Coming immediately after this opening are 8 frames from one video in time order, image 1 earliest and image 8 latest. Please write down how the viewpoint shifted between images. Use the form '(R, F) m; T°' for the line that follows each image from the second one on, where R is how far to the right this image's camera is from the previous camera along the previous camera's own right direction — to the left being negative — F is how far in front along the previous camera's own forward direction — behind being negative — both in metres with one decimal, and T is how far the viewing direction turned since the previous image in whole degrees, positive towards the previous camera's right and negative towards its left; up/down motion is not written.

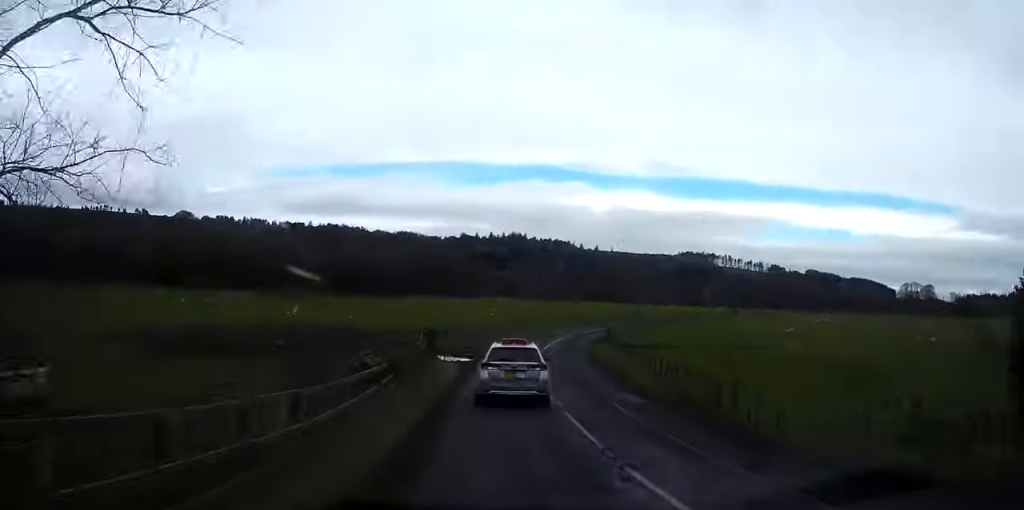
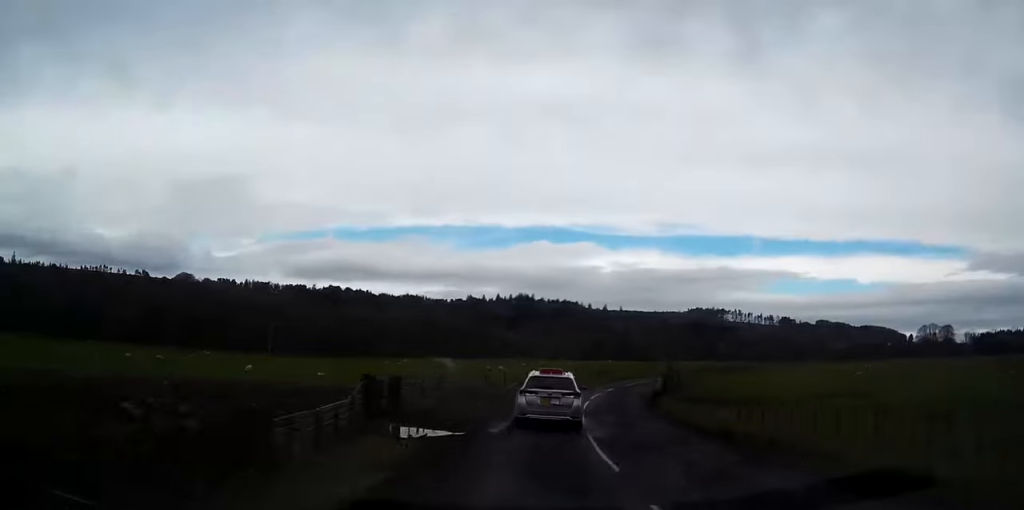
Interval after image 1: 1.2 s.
(-0.4, +17.7) m; 0°
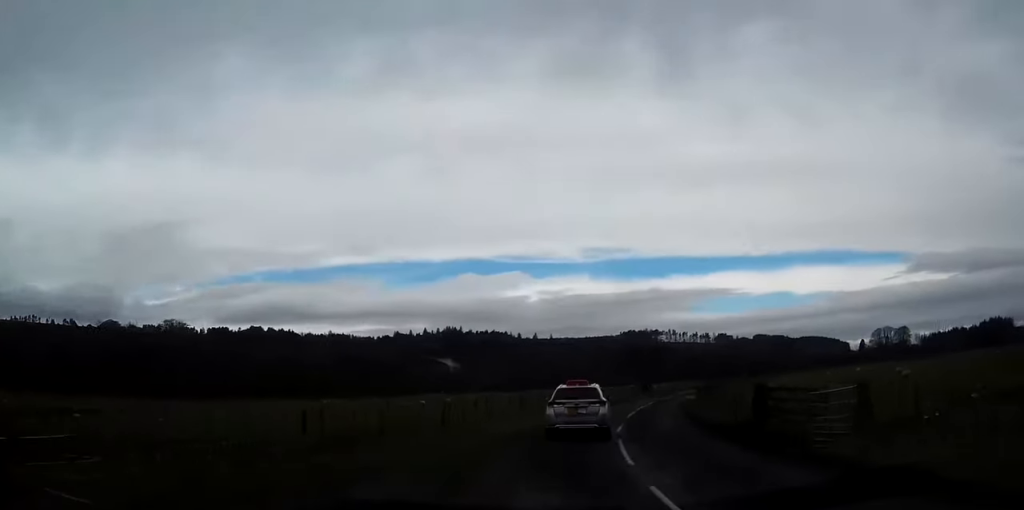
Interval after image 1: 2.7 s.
(+1.1, +23.5) m; +6°
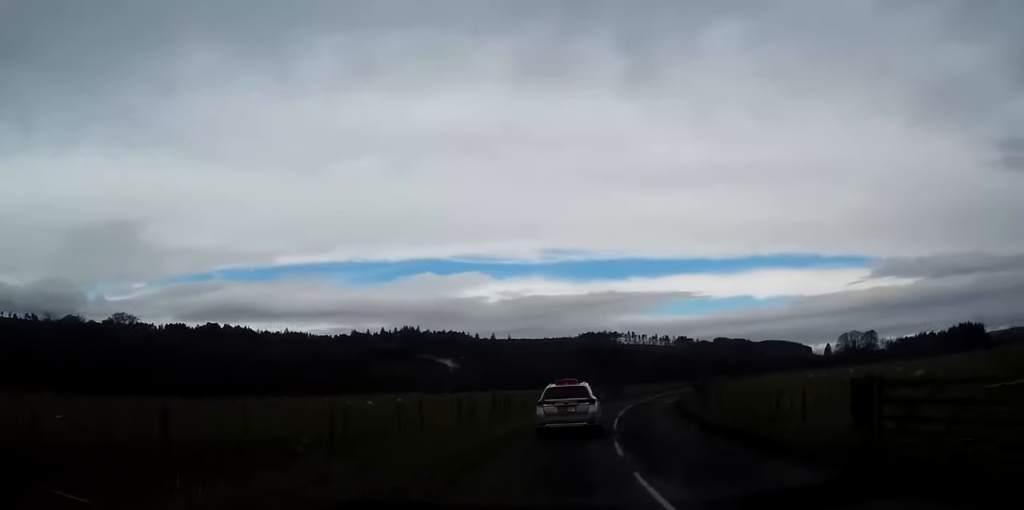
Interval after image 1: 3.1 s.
(-0.1, +7.8) m; +3°
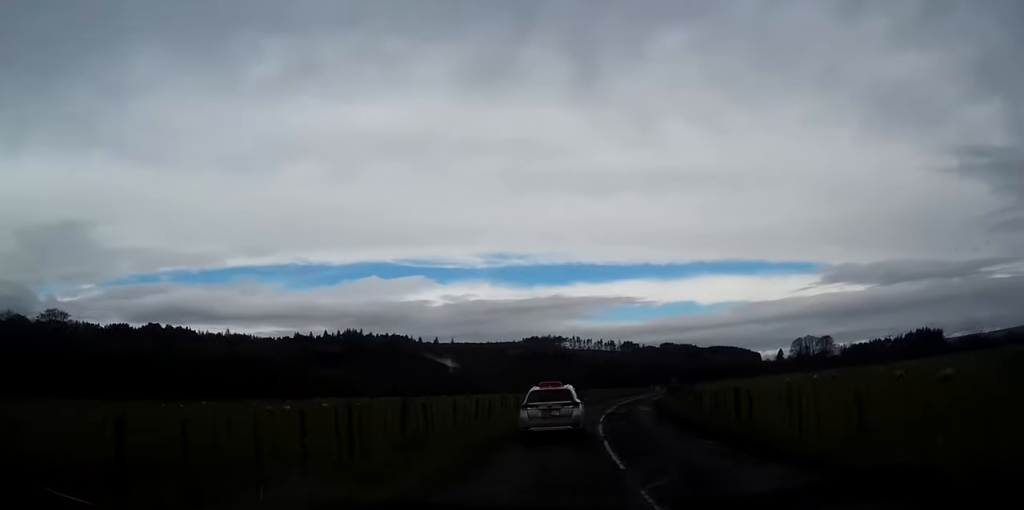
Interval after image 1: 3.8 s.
(+0.6, +11.1) m; +4°
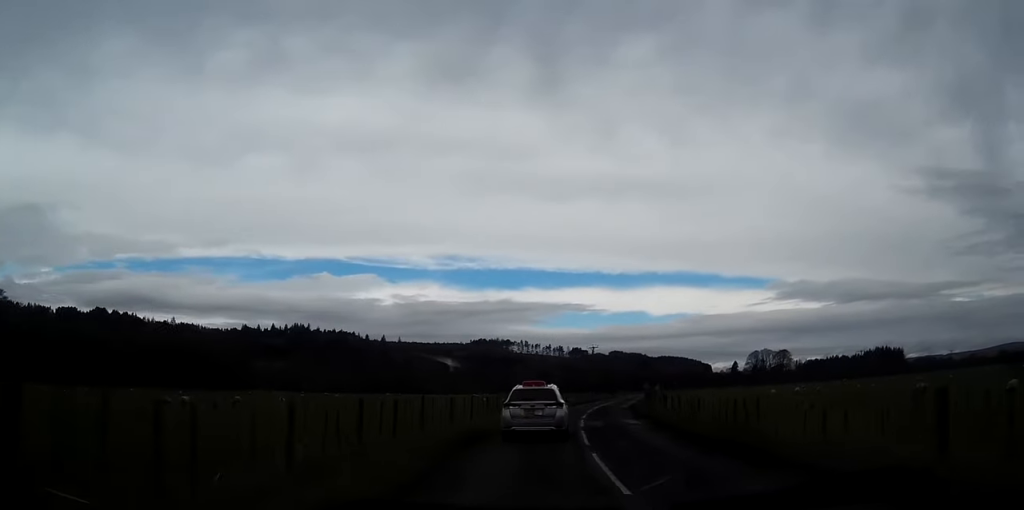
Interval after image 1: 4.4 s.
(+0.4, +12.1) m; +4°
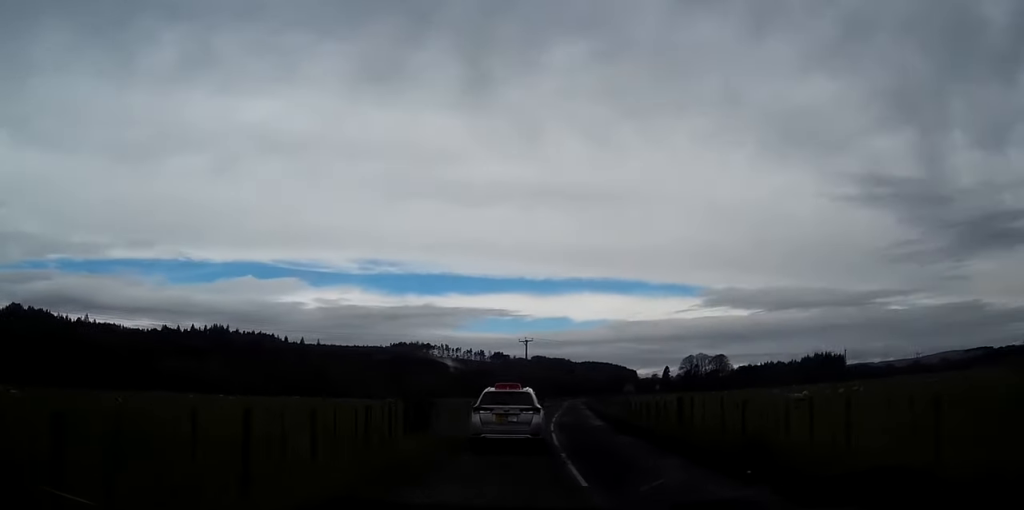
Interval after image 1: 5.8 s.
(+1.5, +25.6) m; +7°
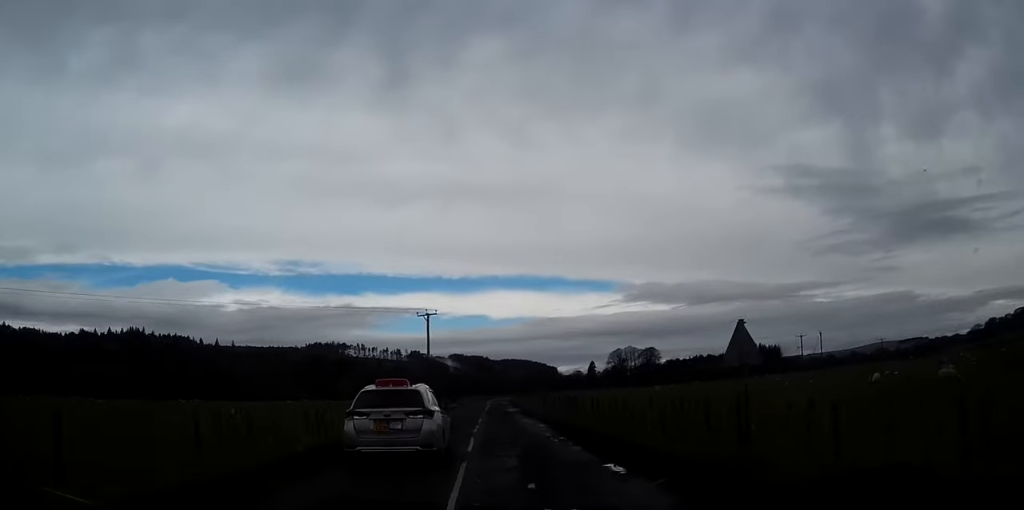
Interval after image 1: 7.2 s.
(+1.7, +29.6) m; +6°
